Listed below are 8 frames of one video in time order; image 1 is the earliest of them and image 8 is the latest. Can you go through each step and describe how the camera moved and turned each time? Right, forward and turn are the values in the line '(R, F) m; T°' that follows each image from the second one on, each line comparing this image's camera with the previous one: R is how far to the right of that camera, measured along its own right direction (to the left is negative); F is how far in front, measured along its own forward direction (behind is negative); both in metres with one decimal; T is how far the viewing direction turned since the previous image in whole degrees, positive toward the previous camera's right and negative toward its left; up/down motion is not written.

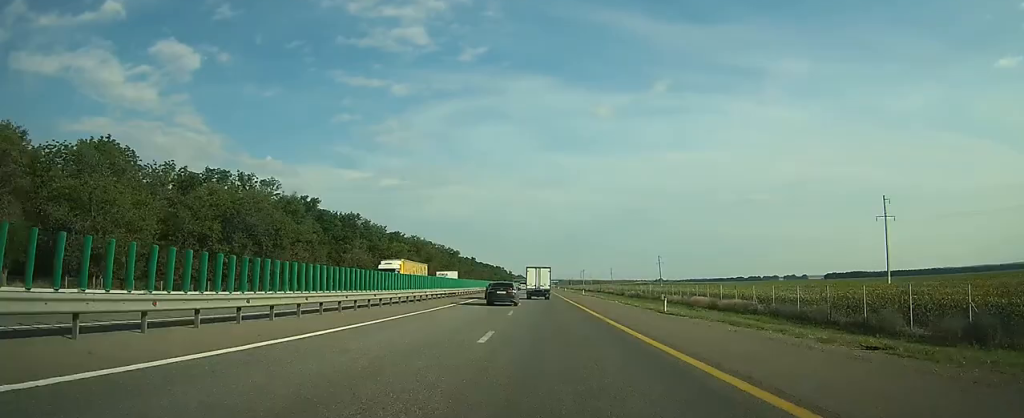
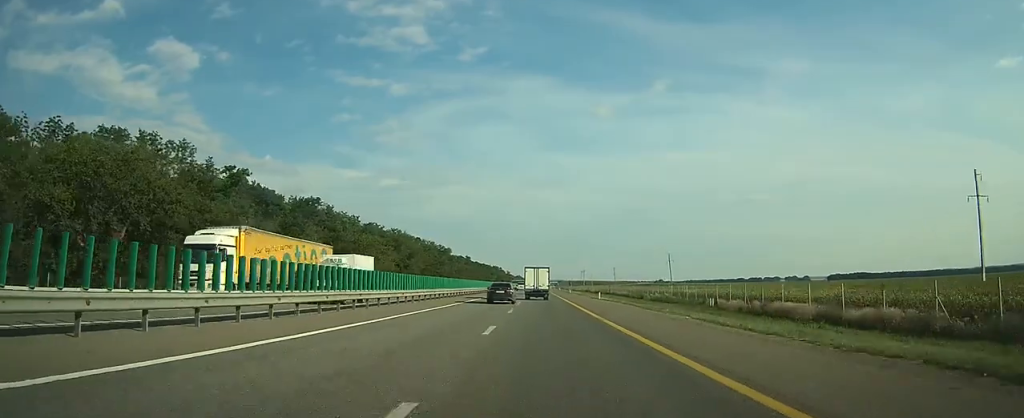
(0.0, +21.7) m; 0°
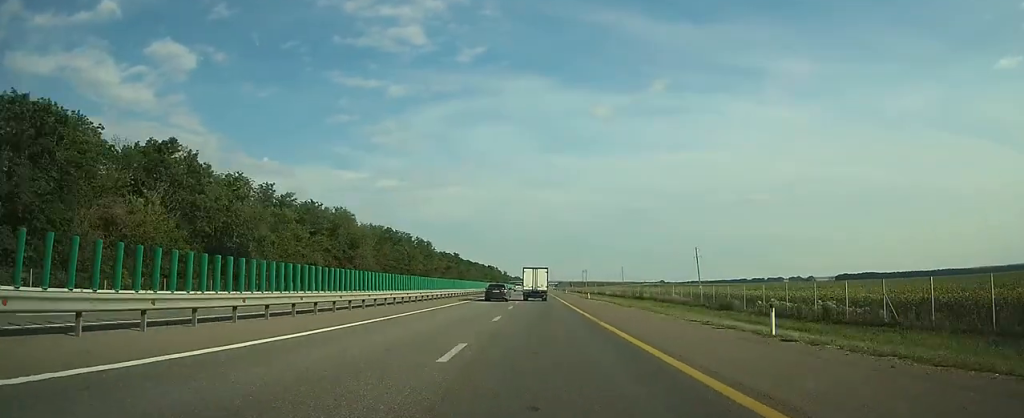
(+0.2, +41.5) m; 0°
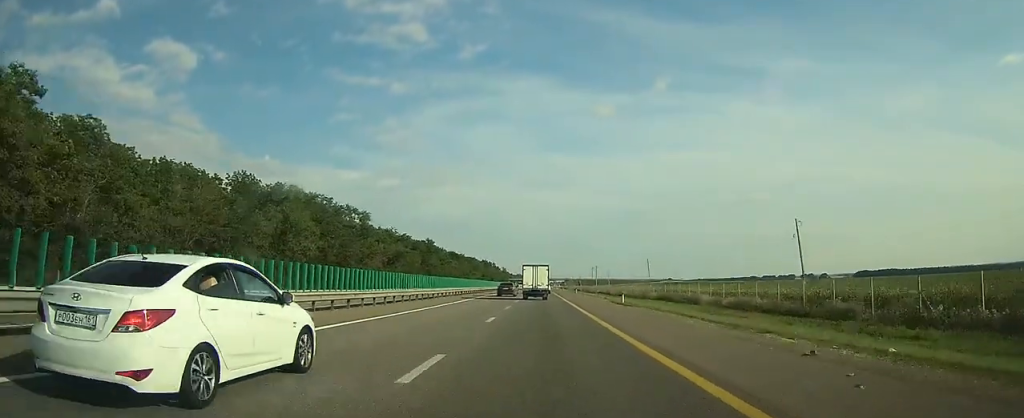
(-0.2, +73.9) m; 0°
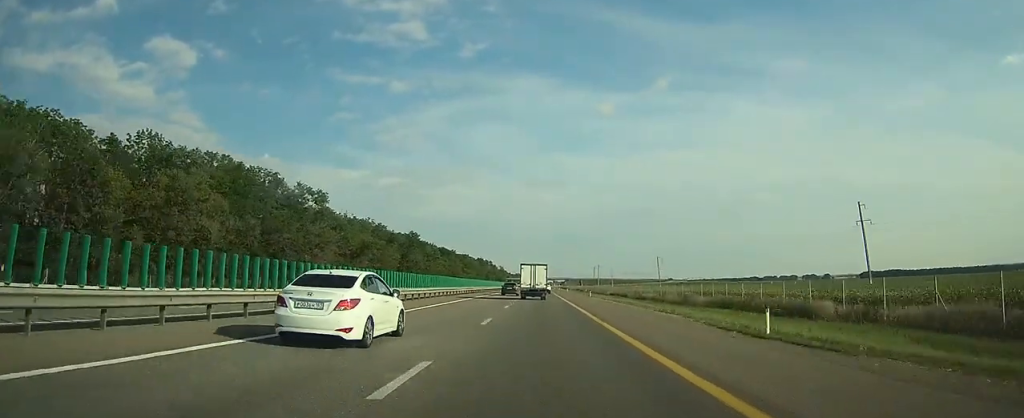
(0.0, +25.0) m; 0°
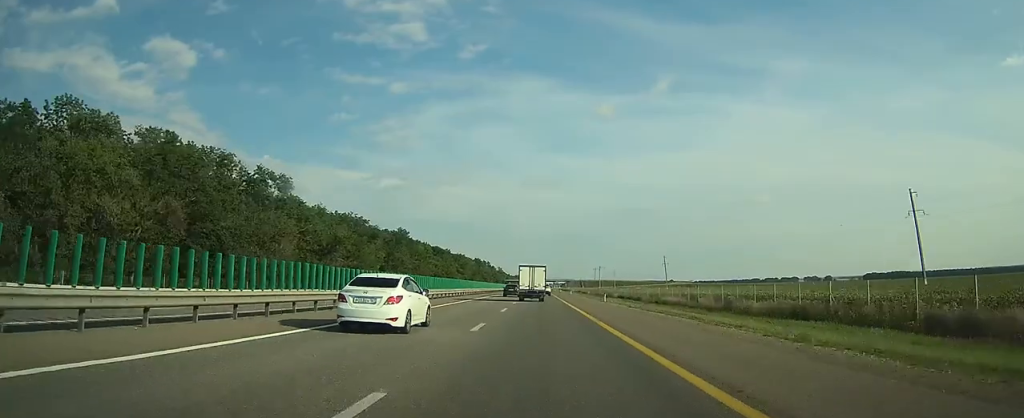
(0.0, +14.6) m; 0°
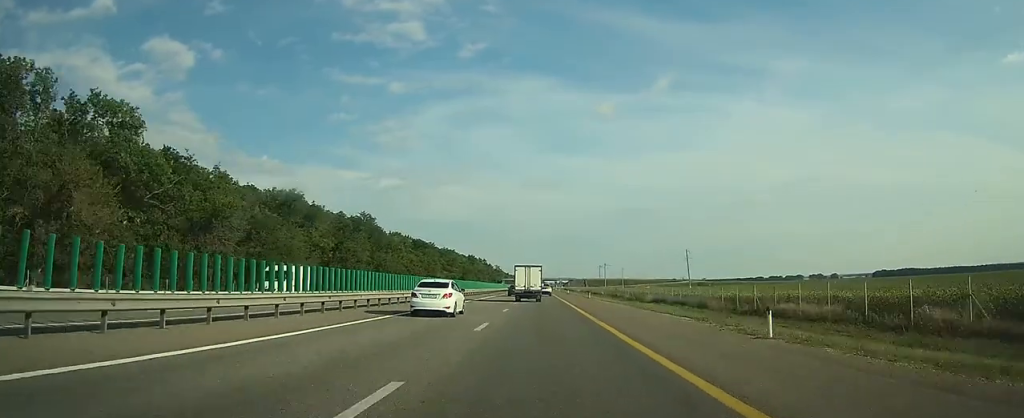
(-0.1, +35.5) m; 0°
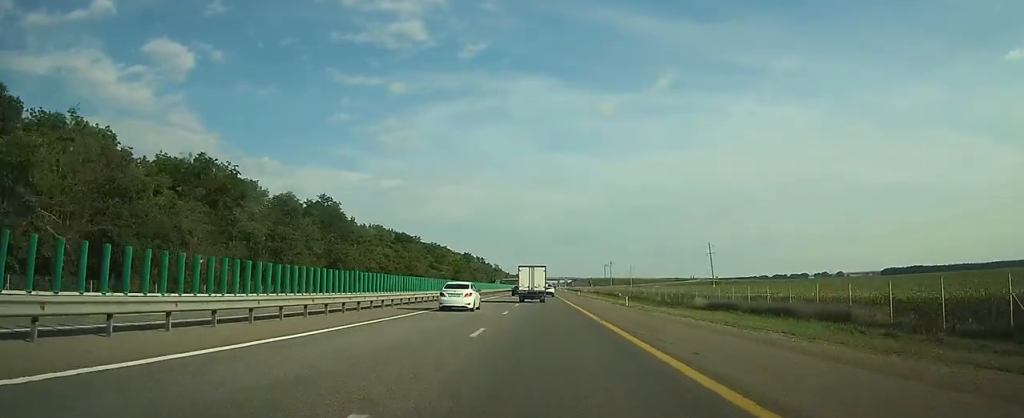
(0.0, +26.1) m; 0°
